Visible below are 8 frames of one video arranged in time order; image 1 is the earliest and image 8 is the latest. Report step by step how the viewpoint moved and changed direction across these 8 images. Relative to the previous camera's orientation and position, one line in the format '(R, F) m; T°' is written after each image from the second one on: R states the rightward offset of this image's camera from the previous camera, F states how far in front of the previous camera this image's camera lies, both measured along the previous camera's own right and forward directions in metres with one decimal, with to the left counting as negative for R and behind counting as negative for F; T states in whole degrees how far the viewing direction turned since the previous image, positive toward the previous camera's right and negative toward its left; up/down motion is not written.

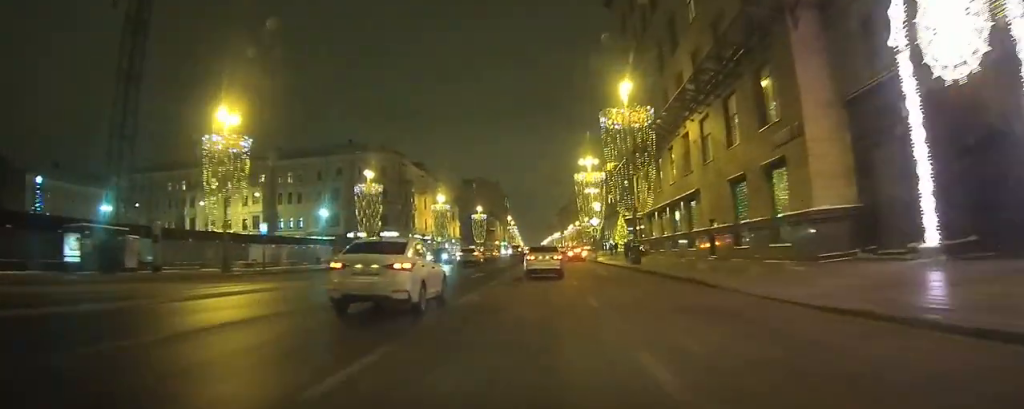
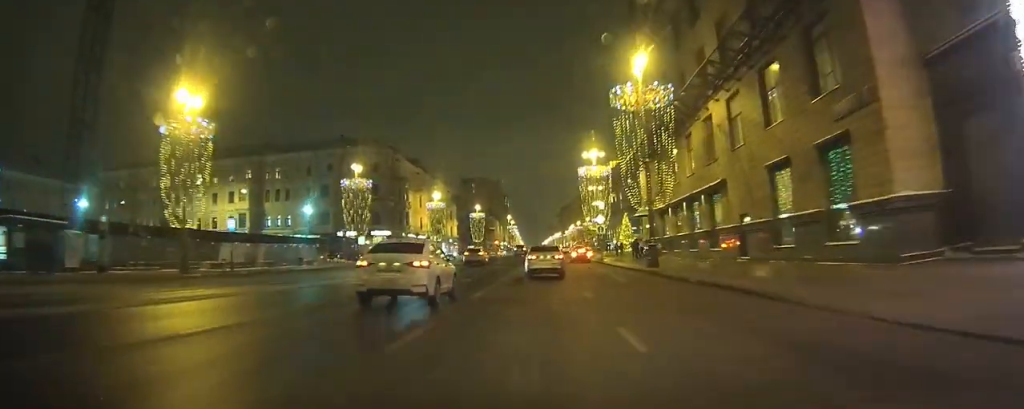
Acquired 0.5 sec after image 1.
(0.0, +5.3) m; 0°
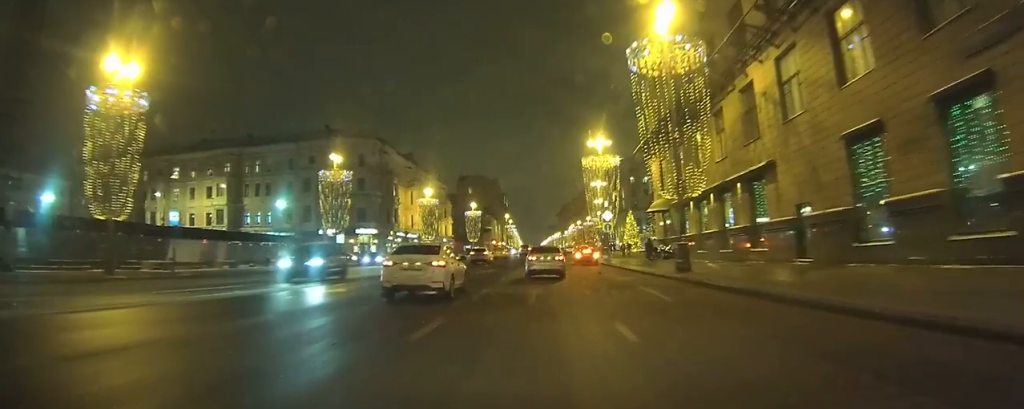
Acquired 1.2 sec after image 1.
(-0.1, +7.1) m; -1°
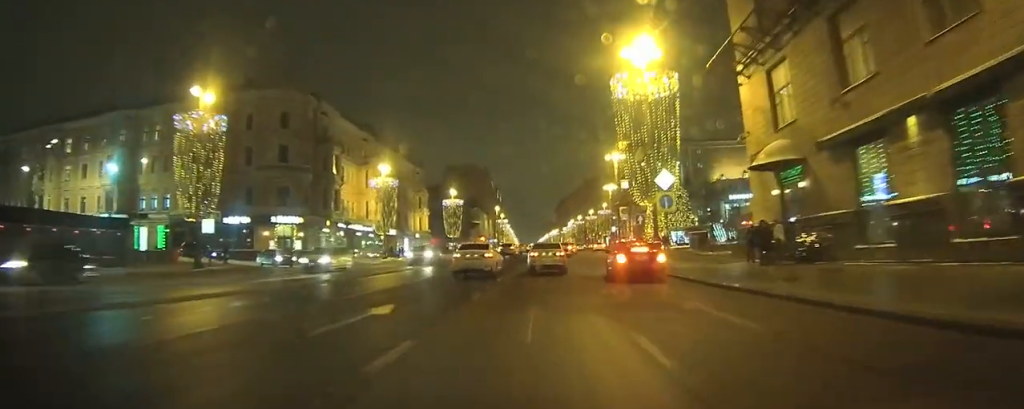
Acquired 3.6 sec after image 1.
(-0.4, +26.1) m; 0°
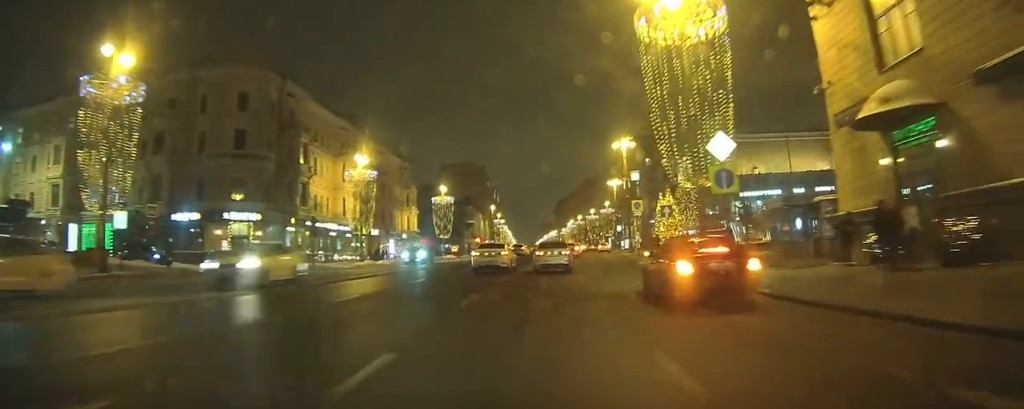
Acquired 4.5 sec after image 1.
(+0.1, +9.1) m; +1°
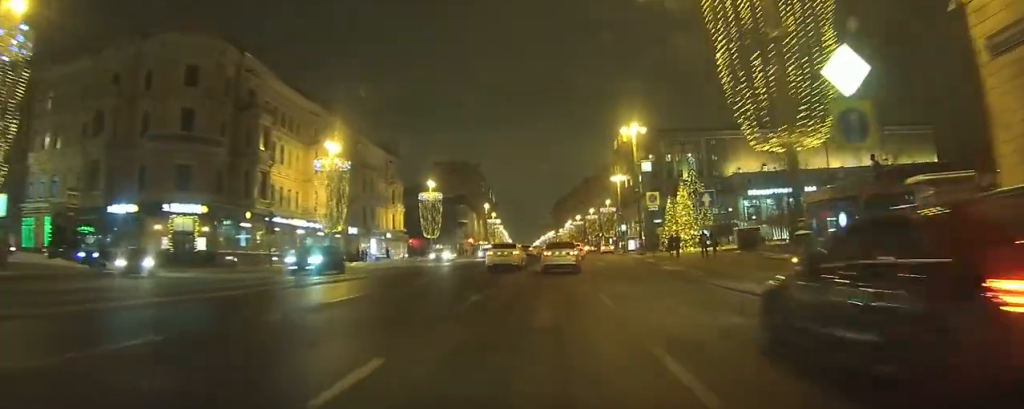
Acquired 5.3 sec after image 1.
(+0.1, +8.3) m; +1°
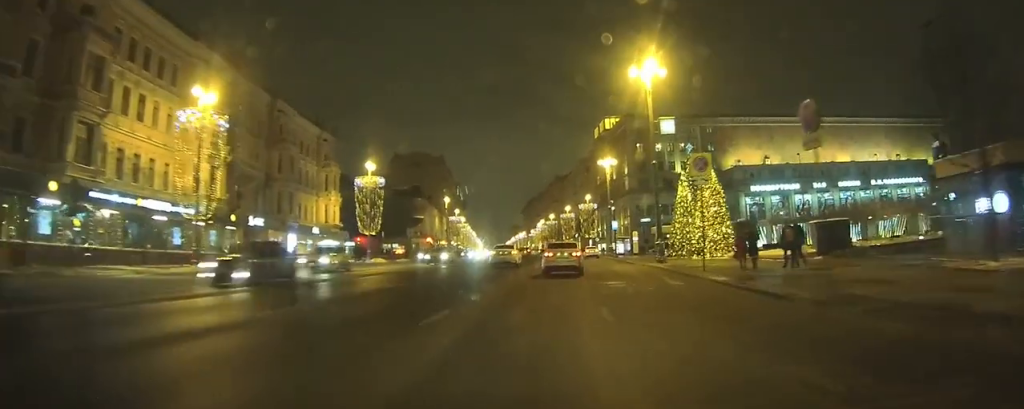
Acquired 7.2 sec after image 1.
(+0.3, +18.6) m; 0°
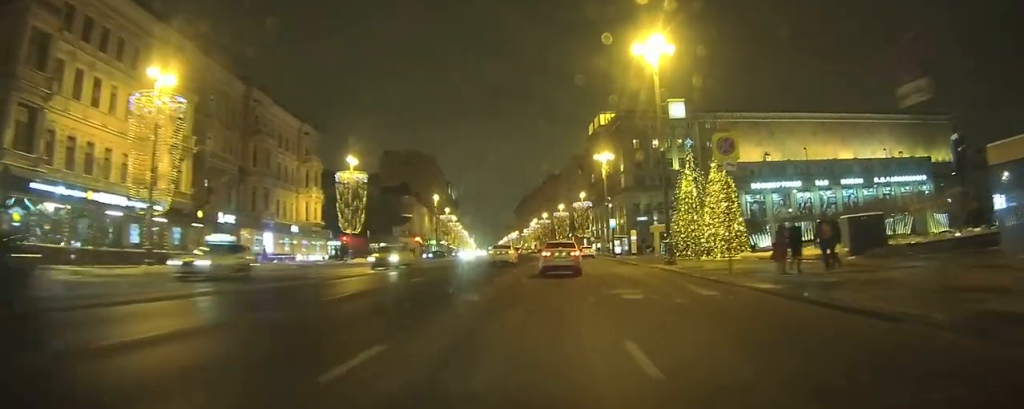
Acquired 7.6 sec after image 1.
(0.0, +4.2) m; -1°
